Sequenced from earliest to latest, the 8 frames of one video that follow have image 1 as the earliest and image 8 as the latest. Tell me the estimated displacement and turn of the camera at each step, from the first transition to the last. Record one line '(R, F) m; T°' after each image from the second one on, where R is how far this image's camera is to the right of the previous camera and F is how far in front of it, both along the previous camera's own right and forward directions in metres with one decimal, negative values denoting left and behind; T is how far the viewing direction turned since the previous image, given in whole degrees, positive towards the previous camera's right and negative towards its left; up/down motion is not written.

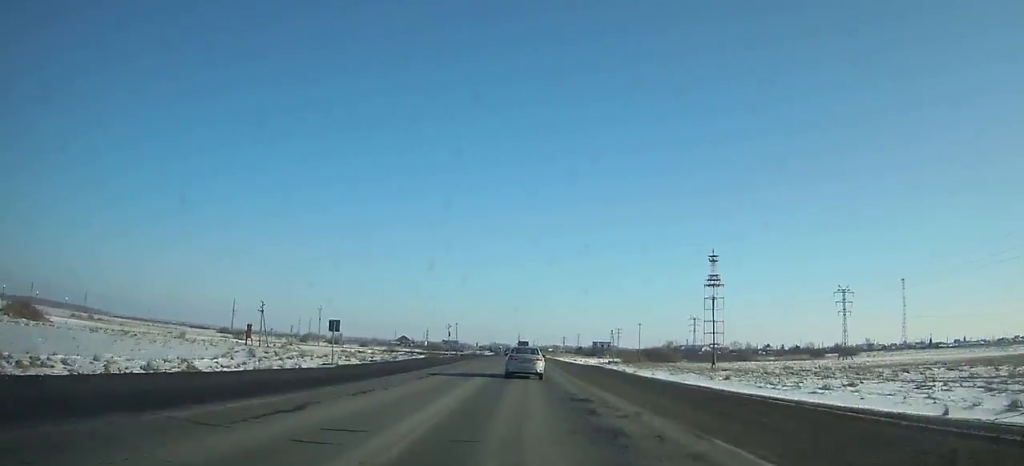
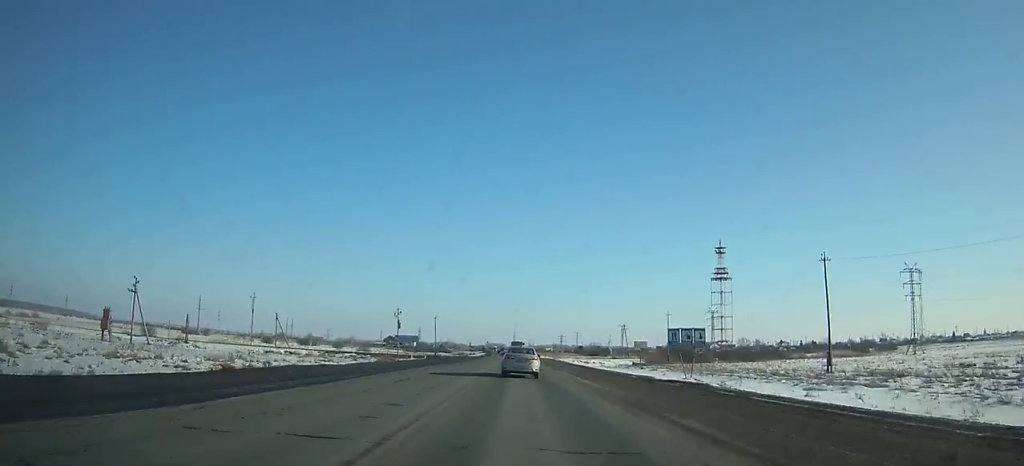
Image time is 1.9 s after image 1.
(0.0, +39.0) m; 0°
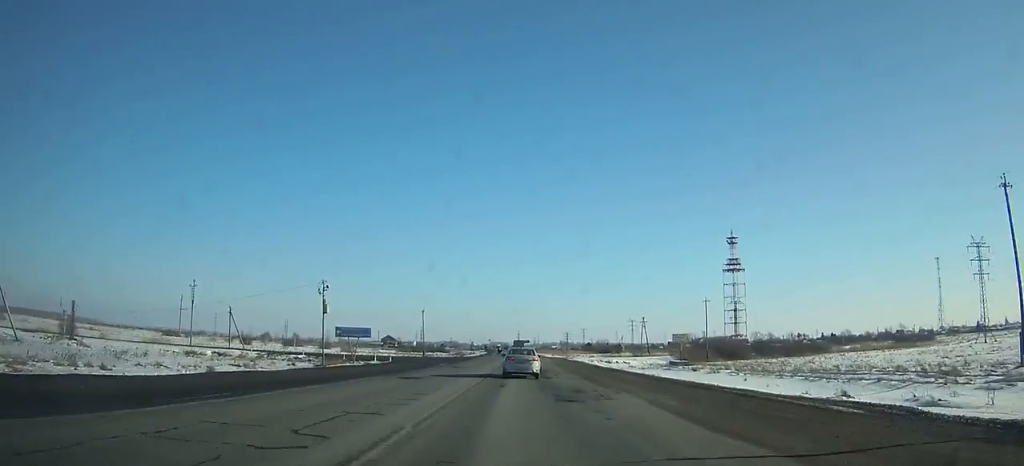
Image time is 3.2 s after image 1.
(0.0, +26.7) m; 0°
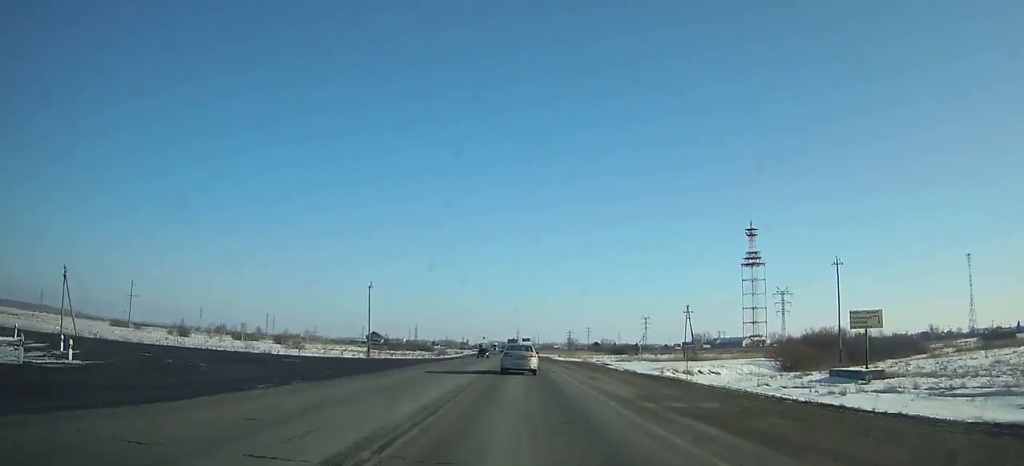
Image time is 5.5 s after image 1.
(0.0, +47.6) m; 0°
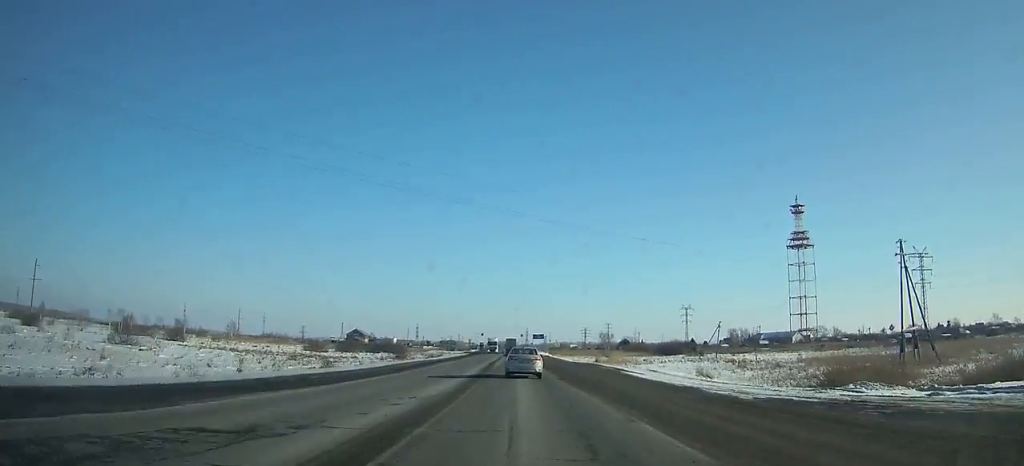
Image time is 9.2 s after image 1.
(-0.5, +77.0) m; -1°
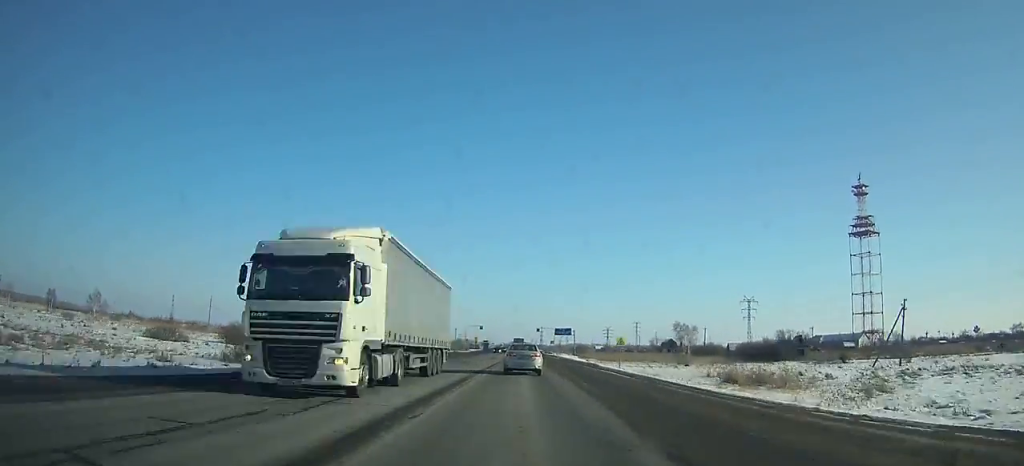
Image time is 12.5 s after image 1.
(-0.7, +69.0) m; -1°
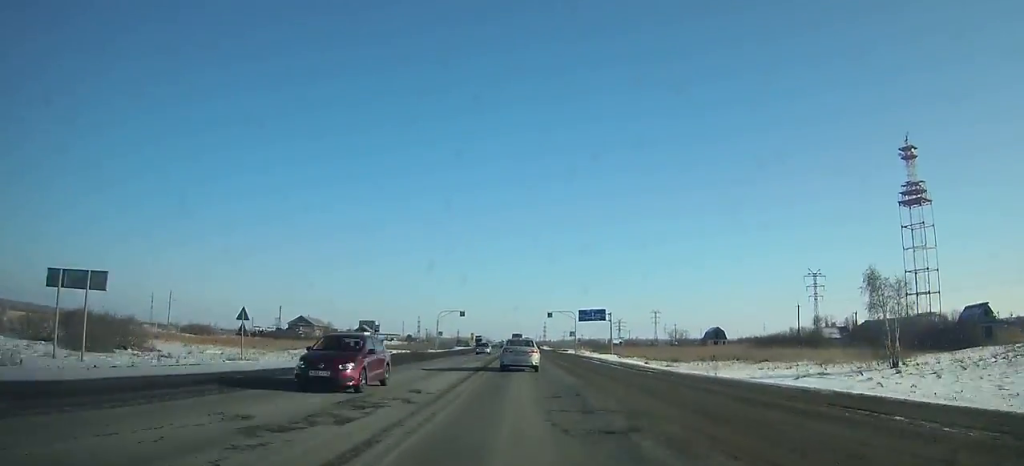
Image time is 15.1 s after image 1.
(-0.2, +54.2) m; 0°
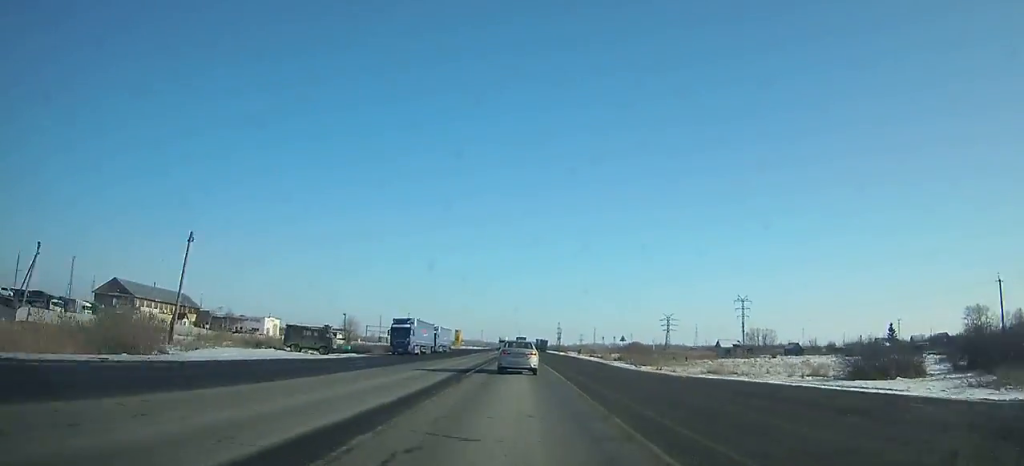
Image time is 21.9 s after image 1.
(-1.1, +139.1) m; -1°
